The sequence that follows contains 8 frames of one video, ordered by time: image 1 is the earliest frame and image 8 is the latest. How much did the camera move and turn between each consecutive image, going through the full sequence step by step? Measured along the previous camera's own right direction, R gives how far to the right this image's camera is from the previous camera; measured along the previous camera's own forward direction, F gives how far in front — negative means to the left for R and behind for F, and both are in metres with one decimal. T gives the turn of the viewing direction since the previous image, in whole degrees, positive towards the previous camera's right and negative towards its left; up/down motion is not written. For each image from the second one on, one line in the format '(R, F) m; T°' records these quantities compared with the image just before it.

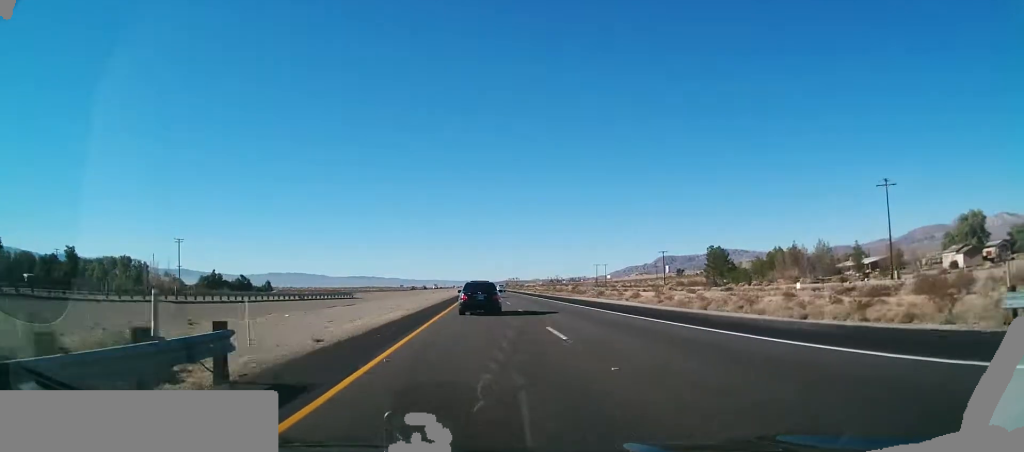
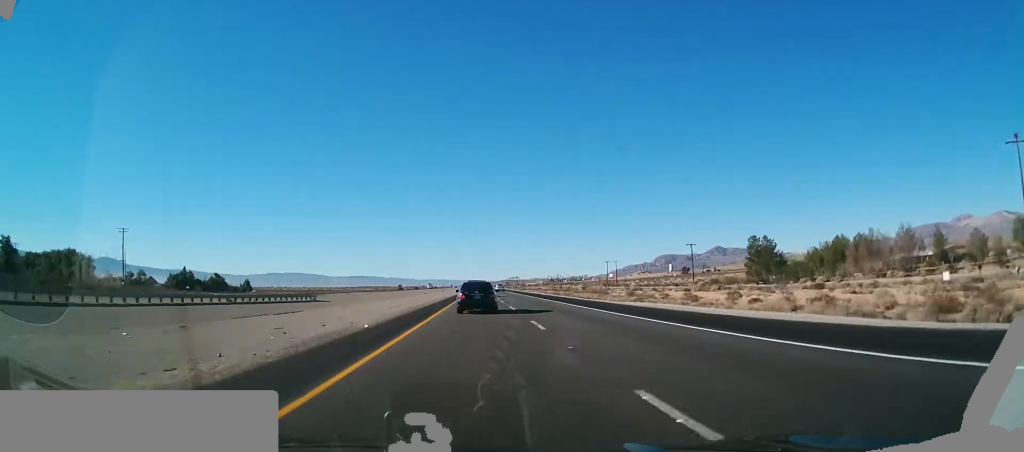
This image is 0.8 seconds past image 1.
(+0.1, +26.0) m; 0°
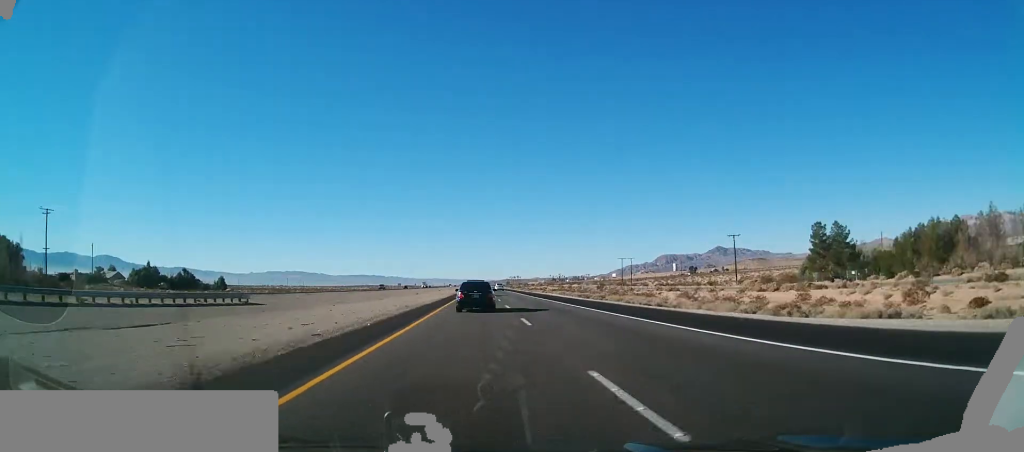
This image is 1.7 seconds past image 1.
(+0.1, +27.1) m; 0°
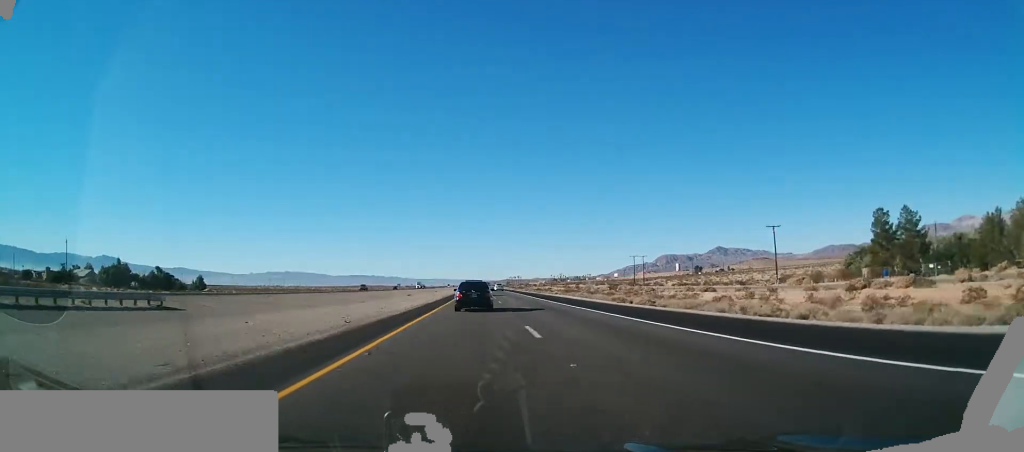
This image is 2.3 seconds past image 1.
(-0.1, +18.8) m; 0°
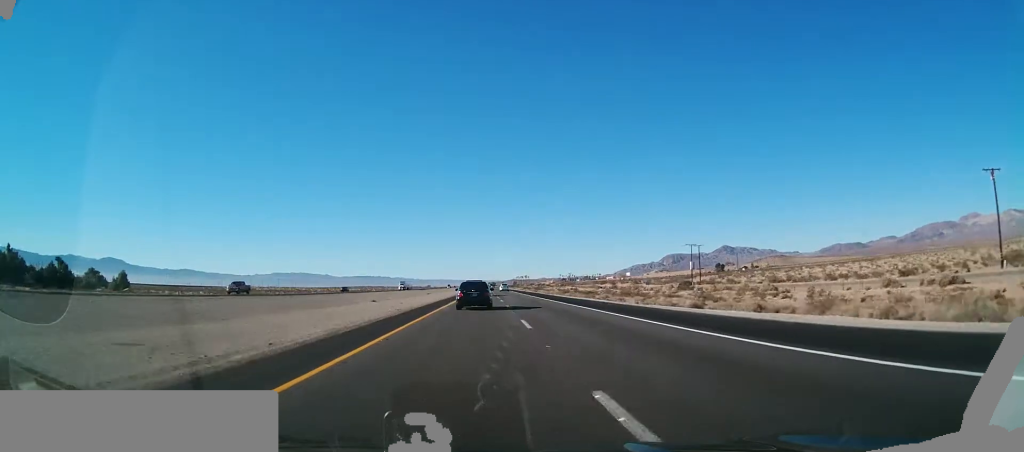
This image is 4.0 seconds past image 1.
(-0.2, +55.0) m; 0°
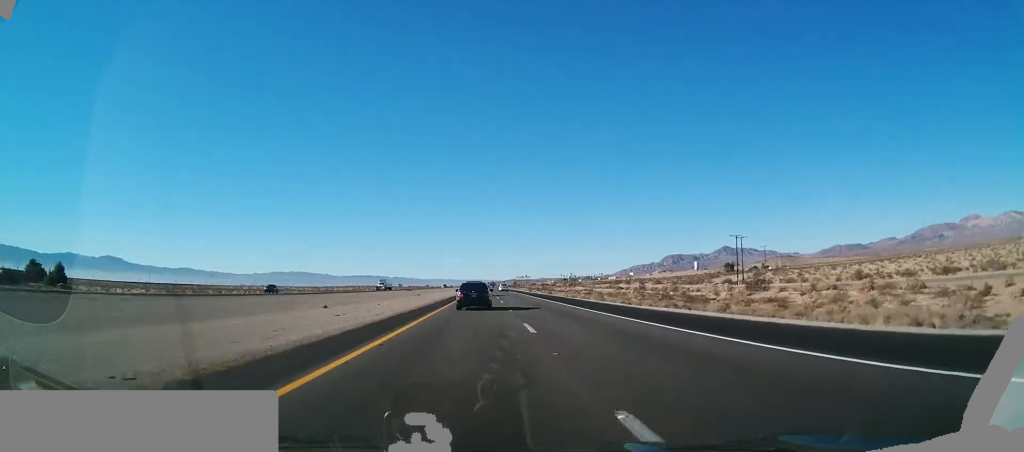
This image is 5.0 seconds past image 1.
(0.0, +30.0) m; 0°
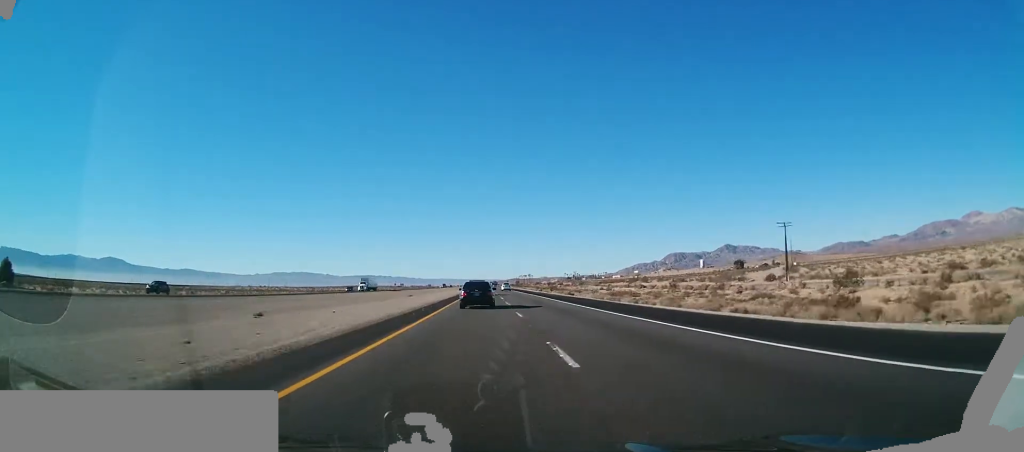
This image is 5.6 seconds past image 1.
(+0.2, +21.5) m; 0°
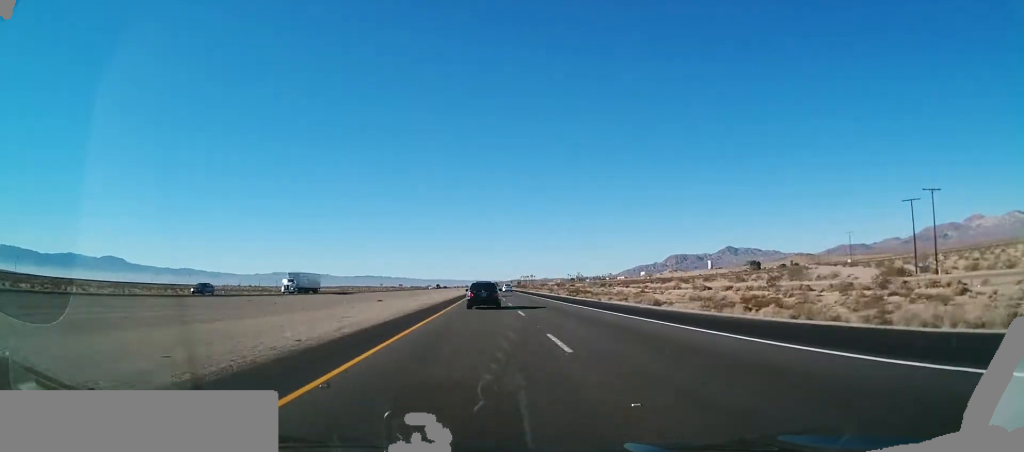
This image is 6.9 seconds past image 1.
(-0.3, +41.4) m; 0°
